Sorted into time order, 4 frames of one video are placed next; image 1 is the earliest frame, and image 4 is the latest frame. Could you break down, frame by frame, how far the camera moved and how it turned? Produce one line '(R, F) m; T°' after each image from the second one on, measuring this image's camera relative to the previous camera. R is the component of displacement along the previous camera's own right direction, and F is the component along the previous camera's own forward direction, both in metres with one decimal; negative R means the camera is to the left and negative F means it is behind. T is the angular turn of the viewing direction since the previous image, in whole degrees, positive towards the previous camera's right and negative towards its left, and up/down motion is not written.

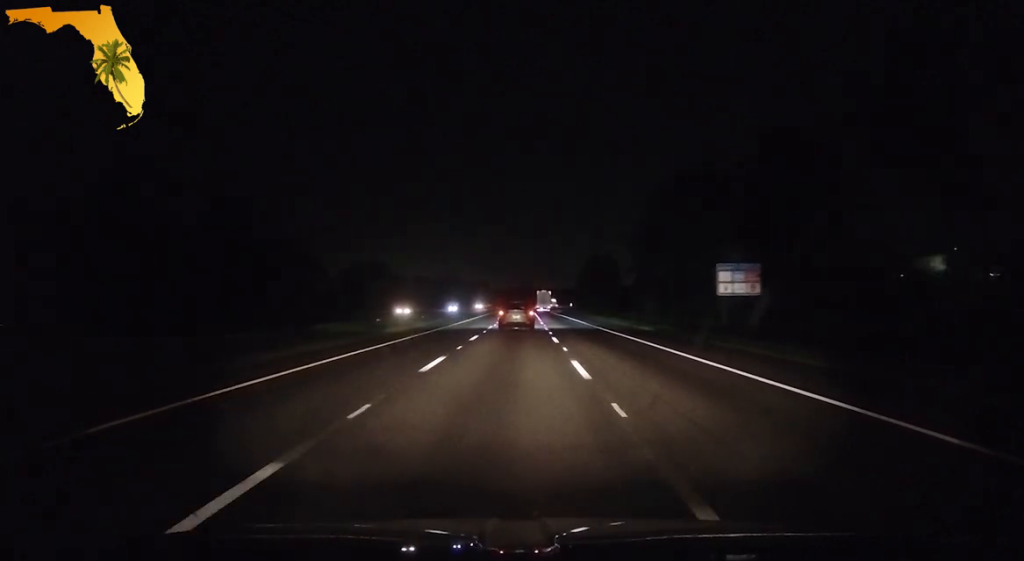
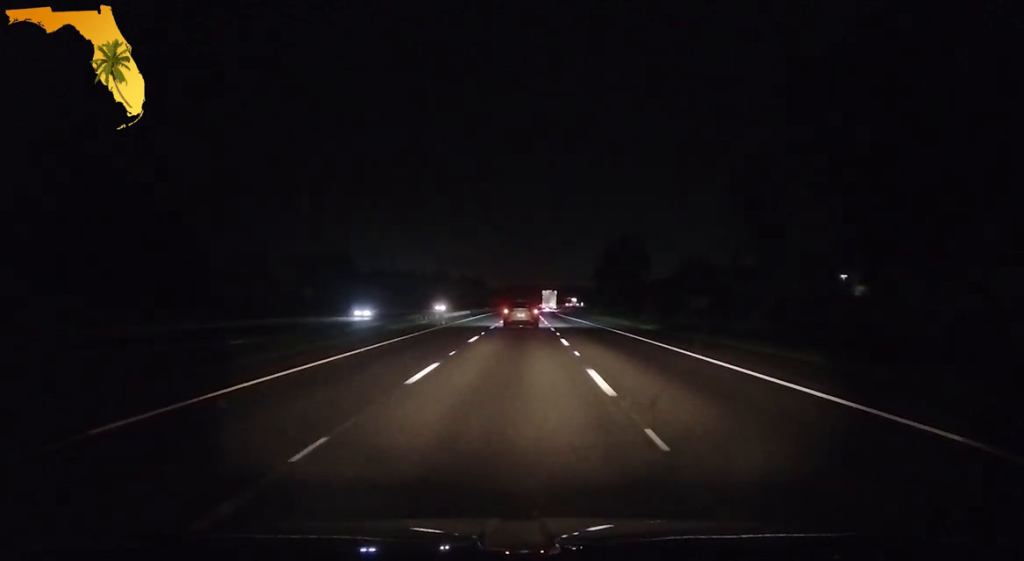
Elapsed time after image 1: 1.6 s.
(-0.4, +50.6) m; -1°
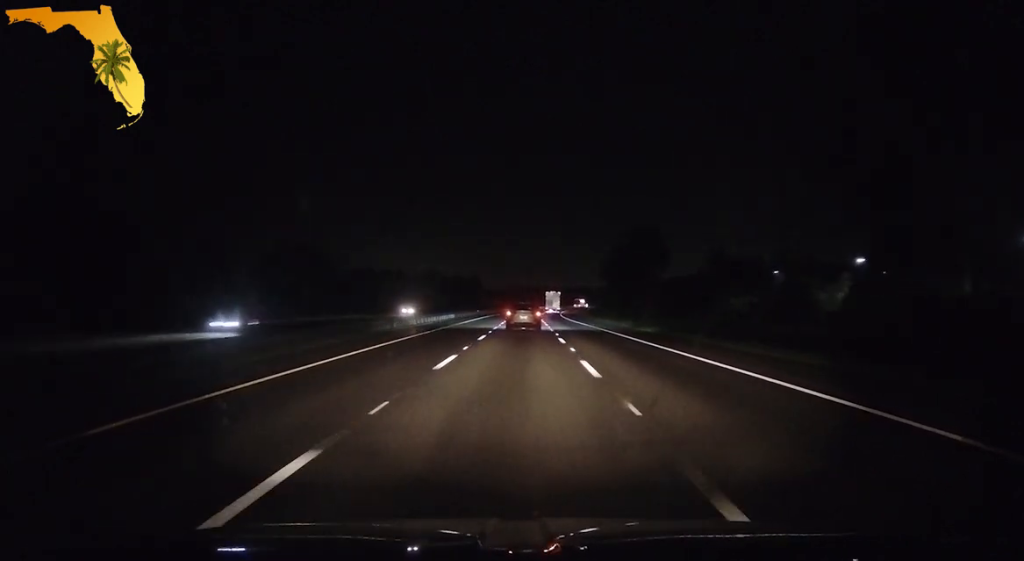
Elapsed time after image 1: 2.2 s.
(-0.1, +21.6) m; 0°
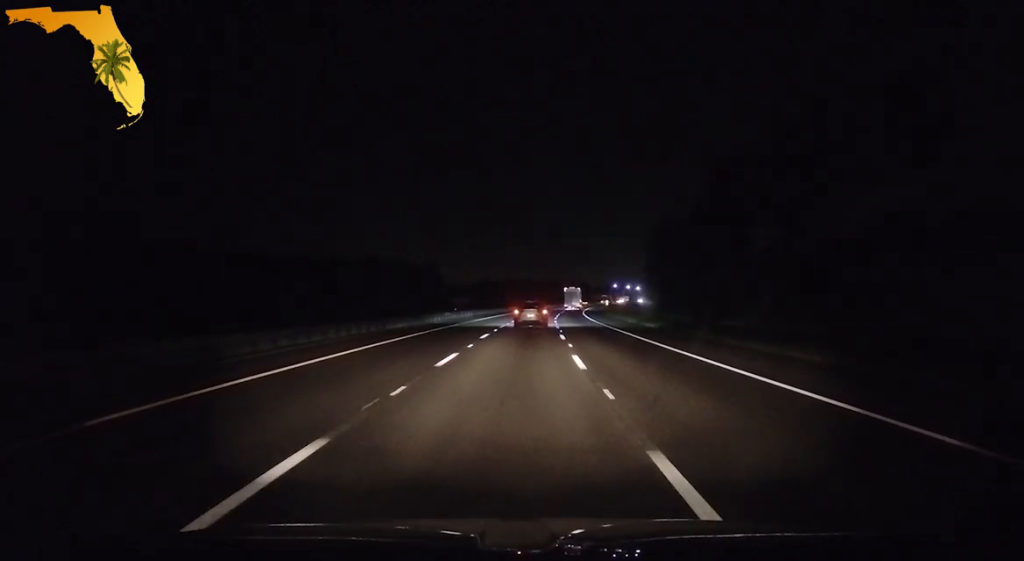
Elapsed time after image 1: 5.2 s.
(+1.2, +96.7) m; +2°
